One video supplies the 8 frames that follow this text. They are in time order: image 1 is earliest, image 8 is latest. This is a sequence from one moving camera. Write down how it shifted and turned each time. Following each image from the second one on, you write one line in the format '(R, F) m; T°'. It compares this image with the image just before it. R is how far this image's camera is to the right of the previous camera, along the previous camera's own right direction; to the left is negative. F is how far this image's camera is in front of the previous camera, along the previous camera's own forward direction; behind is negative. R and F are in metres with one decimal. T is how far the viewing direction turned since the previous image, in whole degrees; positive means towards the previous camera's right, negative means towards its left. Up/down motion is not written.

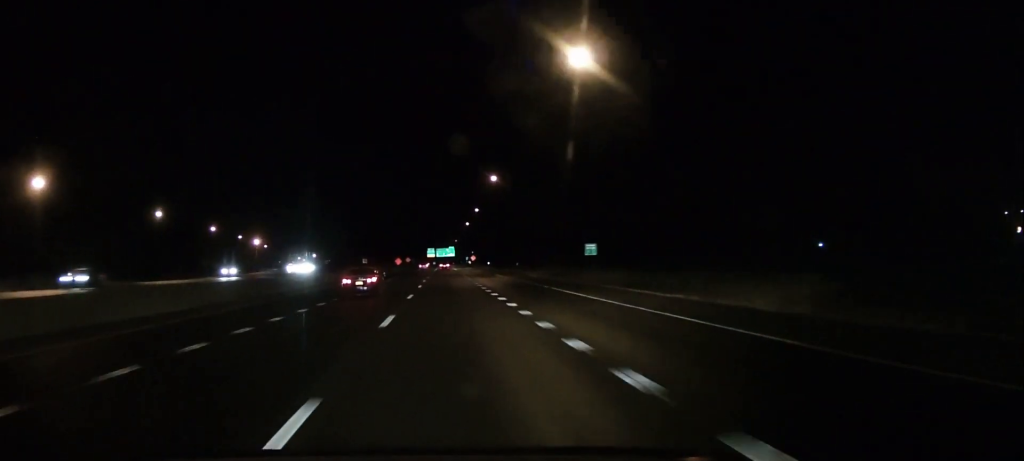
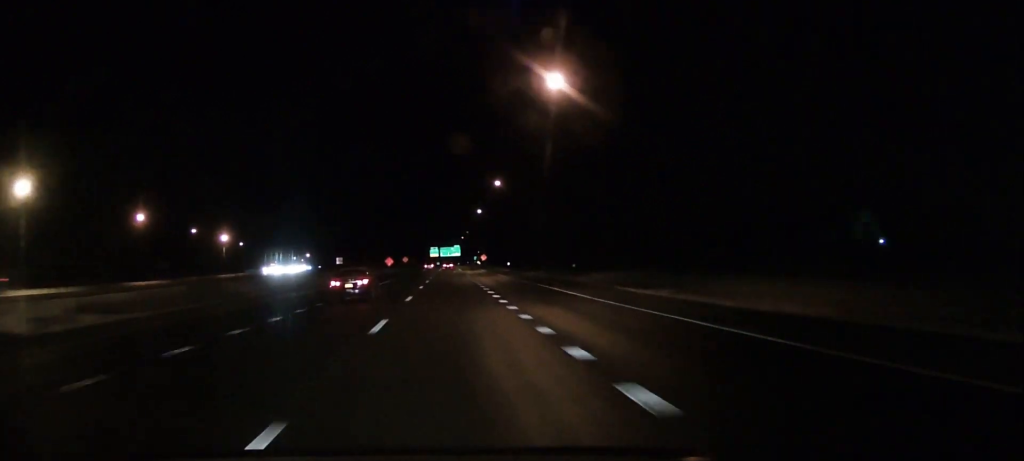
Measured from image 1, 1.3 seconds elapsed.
(-0.2, +37.3) m; 0°
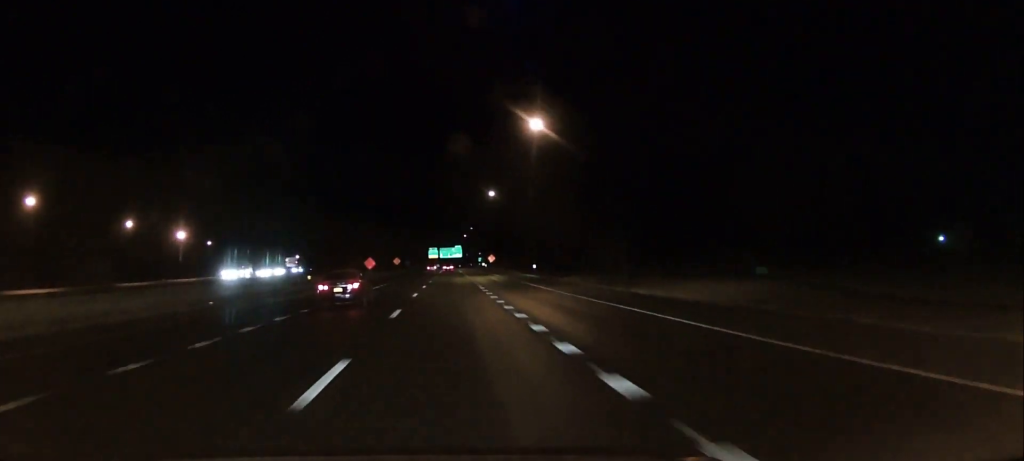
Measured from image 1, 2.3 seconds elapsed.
(0.0, +31.4) m; 0°
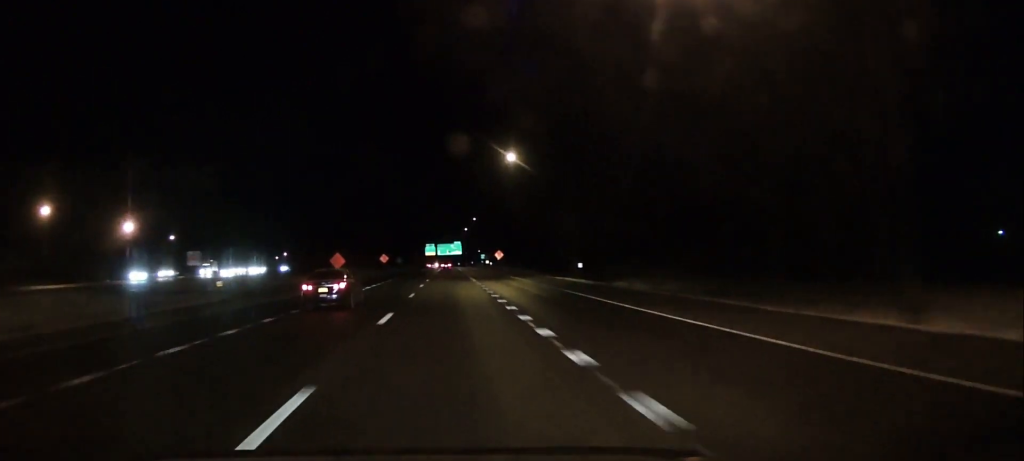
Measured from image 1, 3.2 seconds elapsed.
(0.0, +26.6) m; 0°
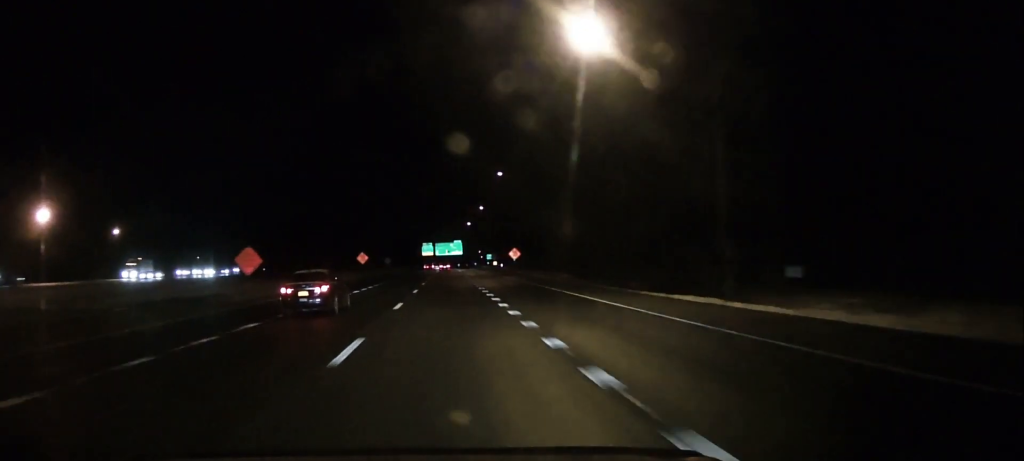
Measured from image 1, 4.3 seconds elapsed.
(0.0, +30.7) m; 0°
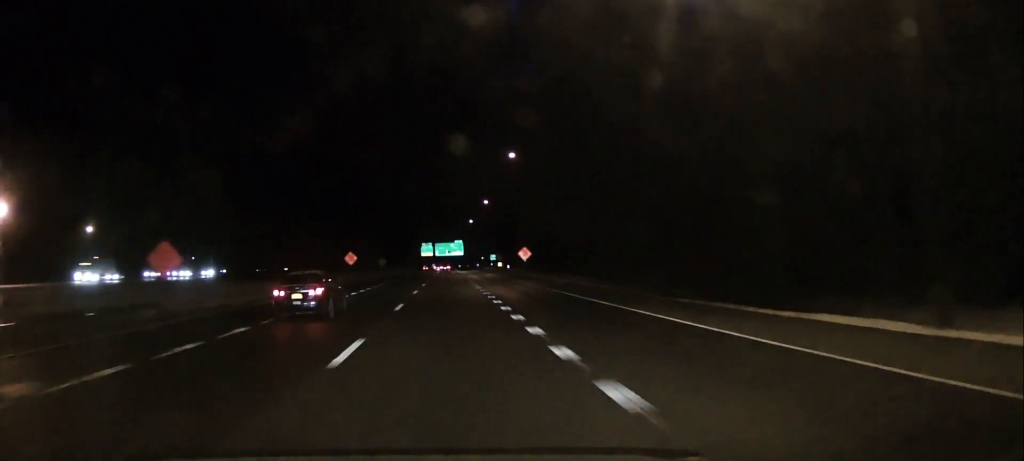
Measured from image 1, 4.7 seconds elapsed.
(-0.2, +11.9) m; 0°
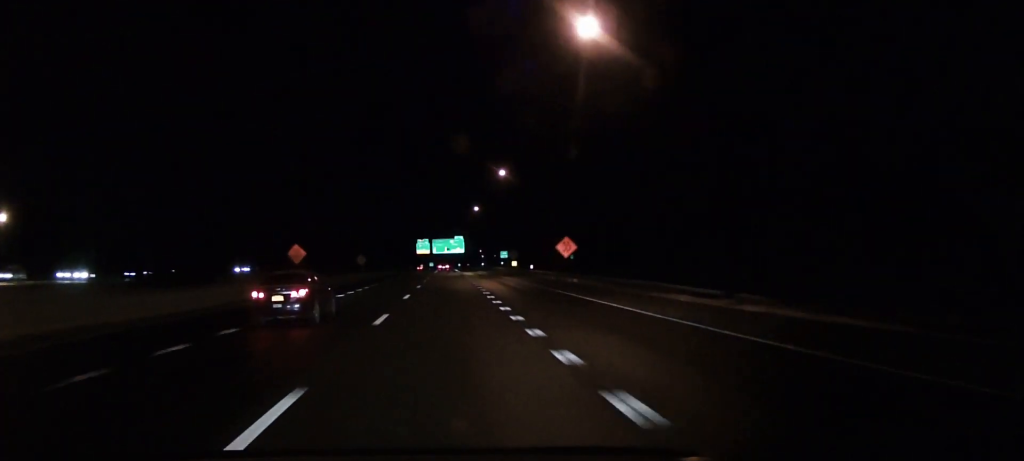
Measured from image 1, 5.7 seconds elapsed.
(+0.2, +29.7) m; 0°
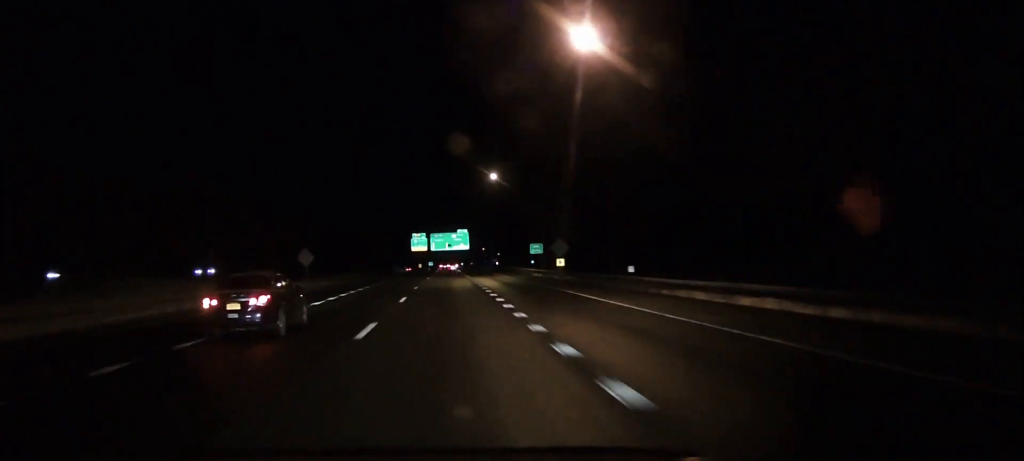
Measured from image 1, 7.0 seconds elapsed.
(-0.1, +39.3) m; 0°
